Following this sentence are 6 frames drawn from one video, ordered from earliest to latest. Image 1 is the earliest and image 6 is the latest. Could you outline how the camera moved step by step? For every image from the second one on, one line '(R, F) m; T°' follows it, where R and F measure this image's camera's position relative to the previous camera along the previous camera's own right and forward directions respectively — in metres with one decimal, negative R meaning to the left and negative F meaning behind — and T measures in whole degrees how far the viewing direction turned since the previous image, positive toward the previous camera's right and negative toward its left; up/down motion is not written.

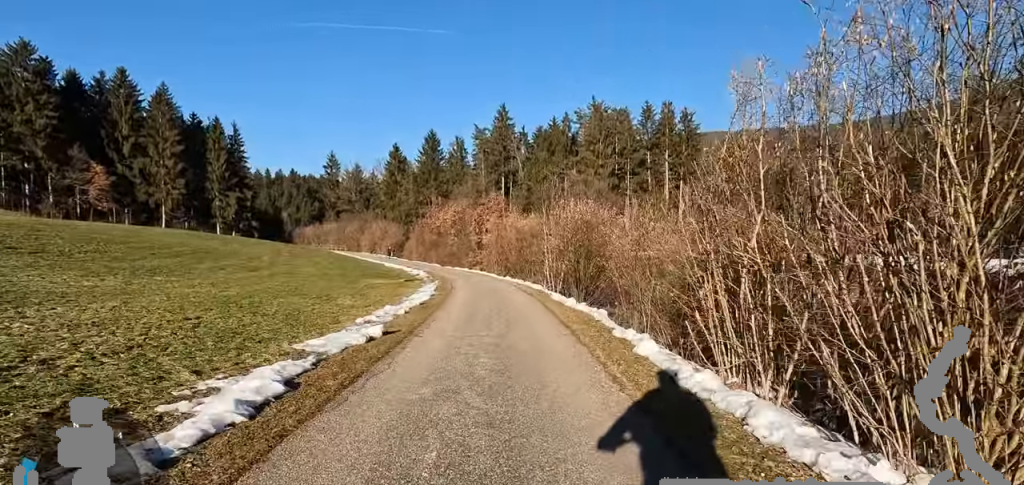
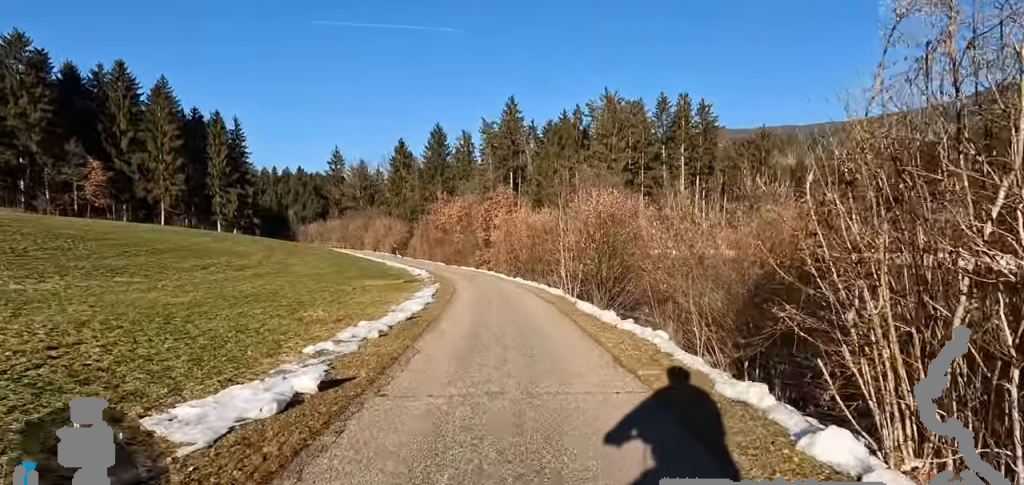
(-0.1, +3.4) m; +2°
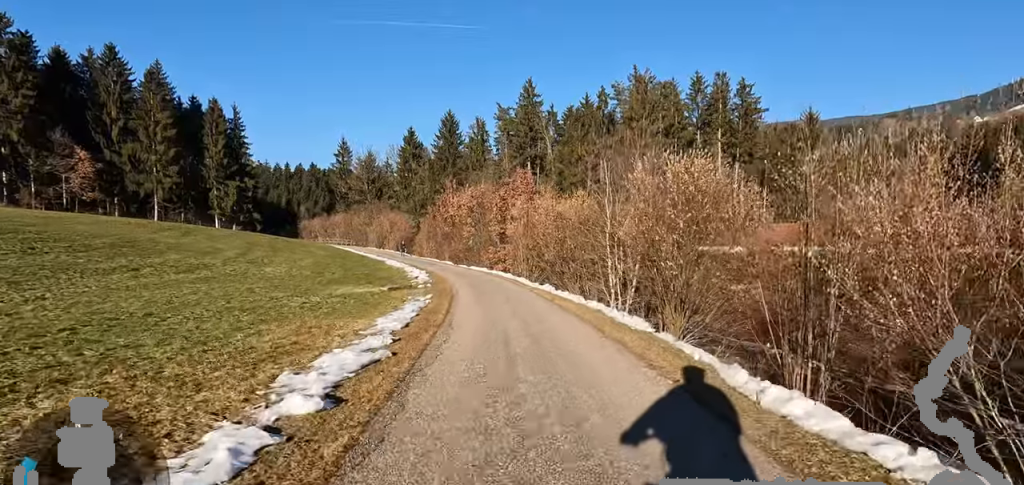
(+0.2, +7.5) m; -5°
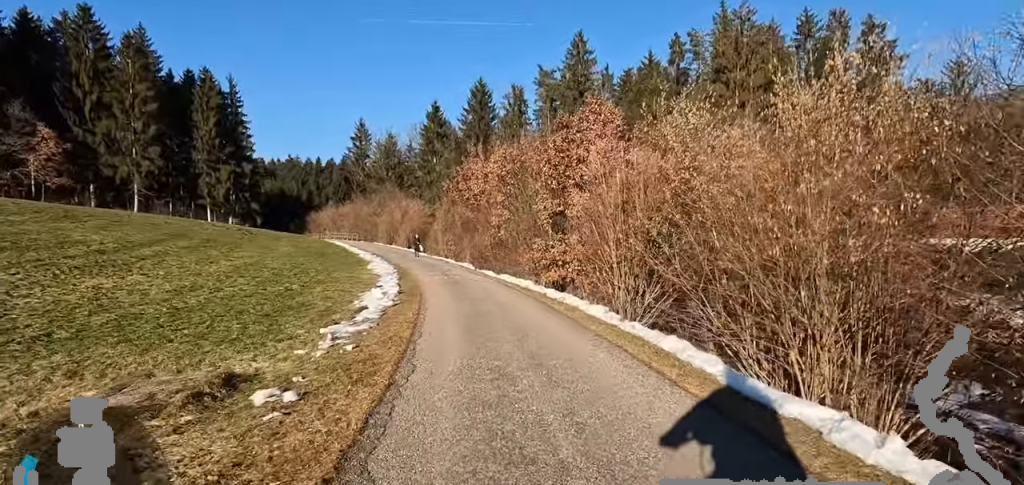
(-0.6, +16.1) m; -7°
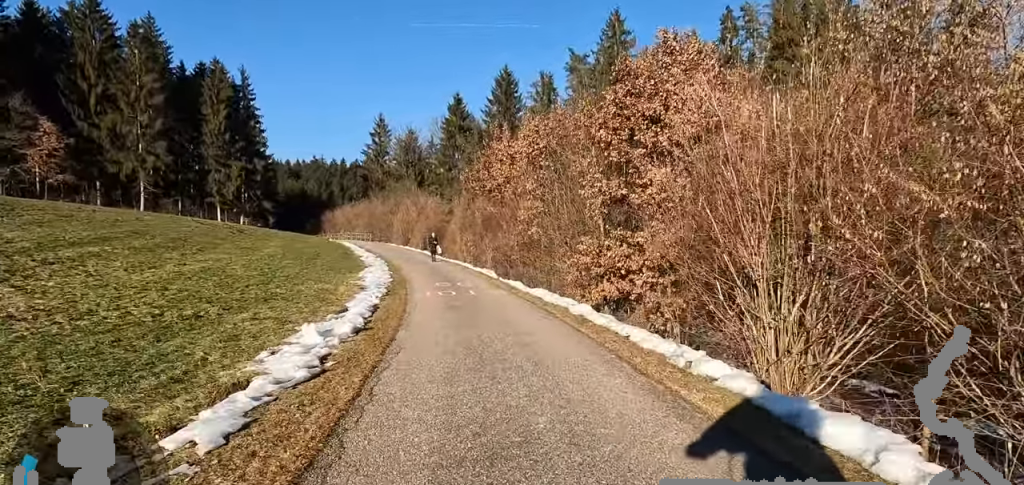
(-0.3, +6.2) m; -3°
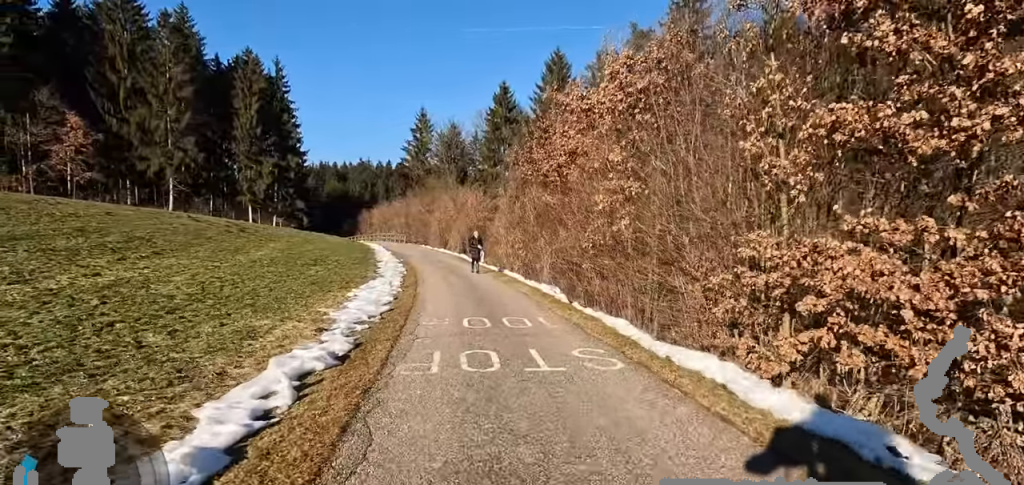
(0.0, +7.8) m; 0°
